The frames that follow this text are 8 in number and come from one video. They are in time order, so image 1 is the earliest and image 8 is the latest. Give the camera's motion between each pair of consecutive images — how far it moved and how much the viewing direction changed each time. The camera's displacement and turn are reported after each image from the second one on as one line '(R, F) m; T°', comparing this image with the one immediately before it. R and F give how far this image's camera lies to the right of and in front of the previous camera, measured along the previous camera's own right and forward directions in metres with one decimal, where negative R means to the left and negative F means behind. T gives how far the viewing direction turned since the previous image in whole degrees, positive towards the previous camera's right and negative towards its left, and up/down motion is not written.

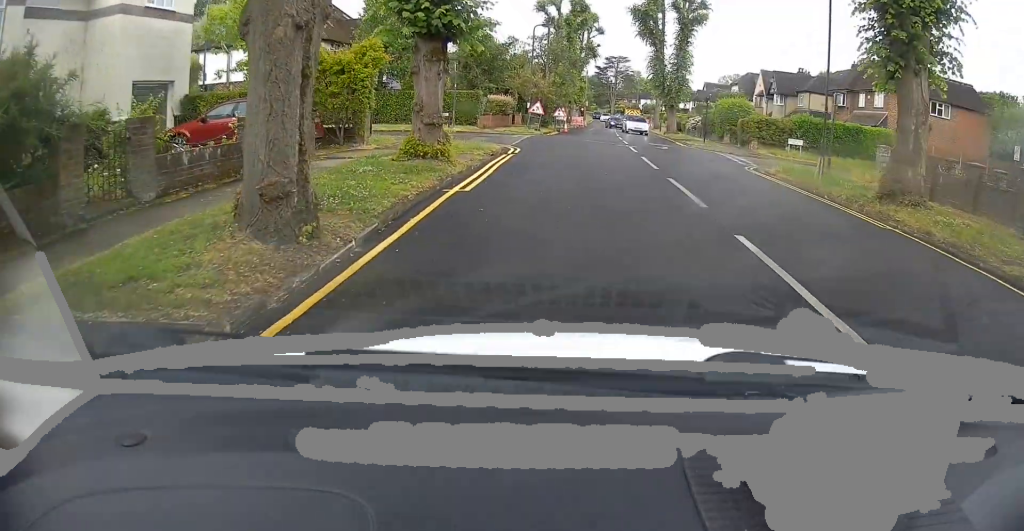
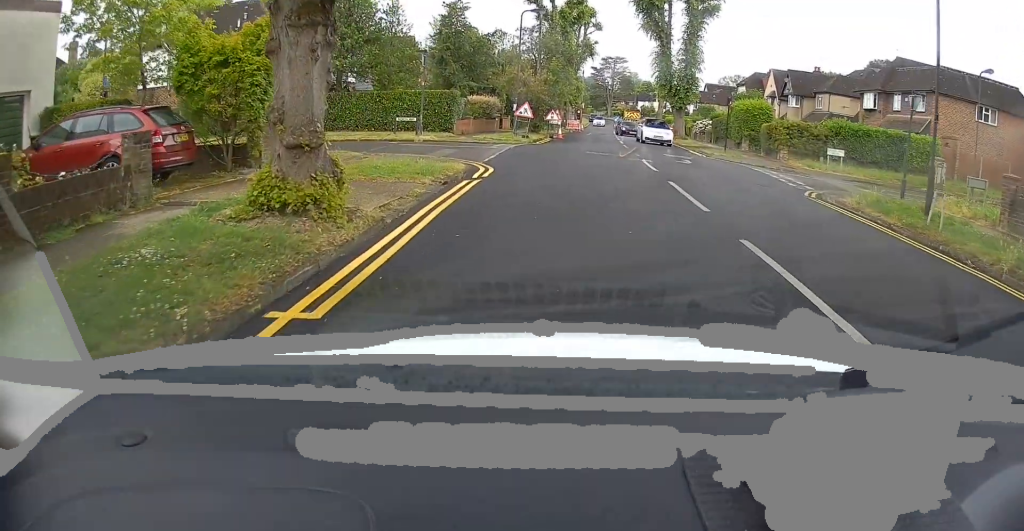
(0.0, +6.3) m; 0°
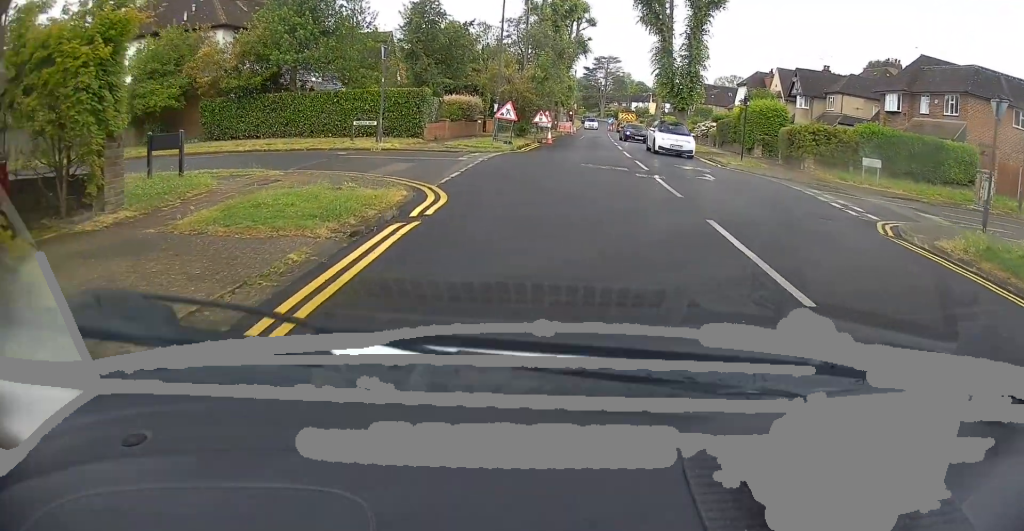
(-0.1, +4.8) m; +2°
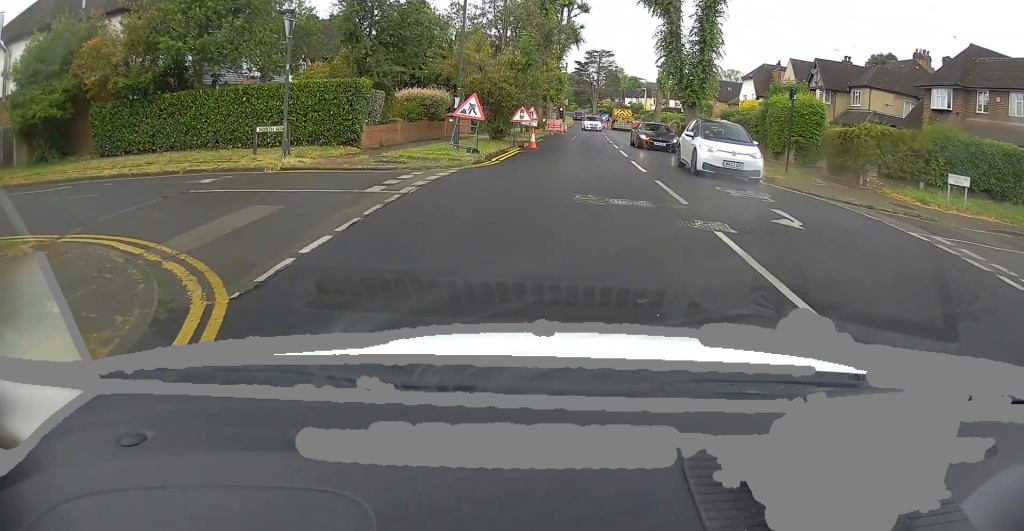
(+0.5, +7.1) m; +6°
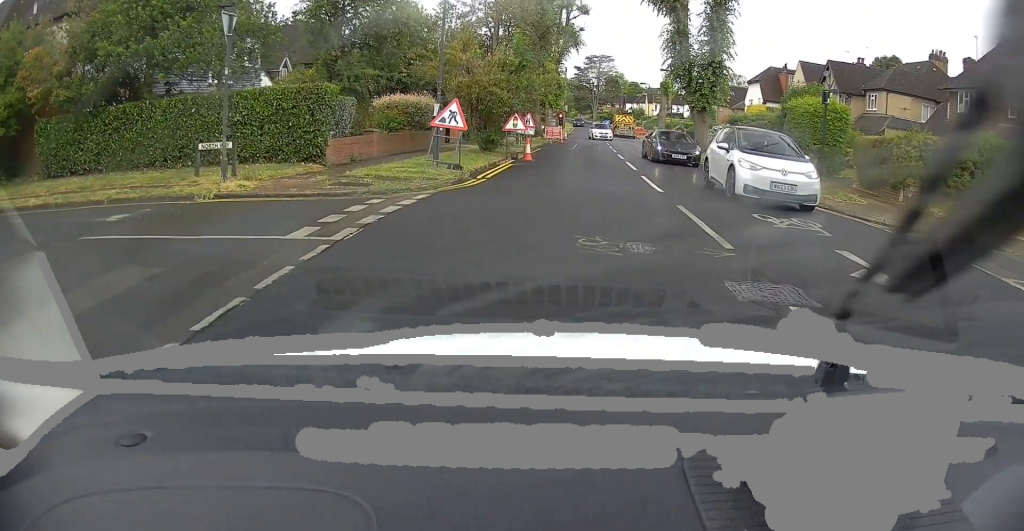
(+0.2, +2.9) m; 0°
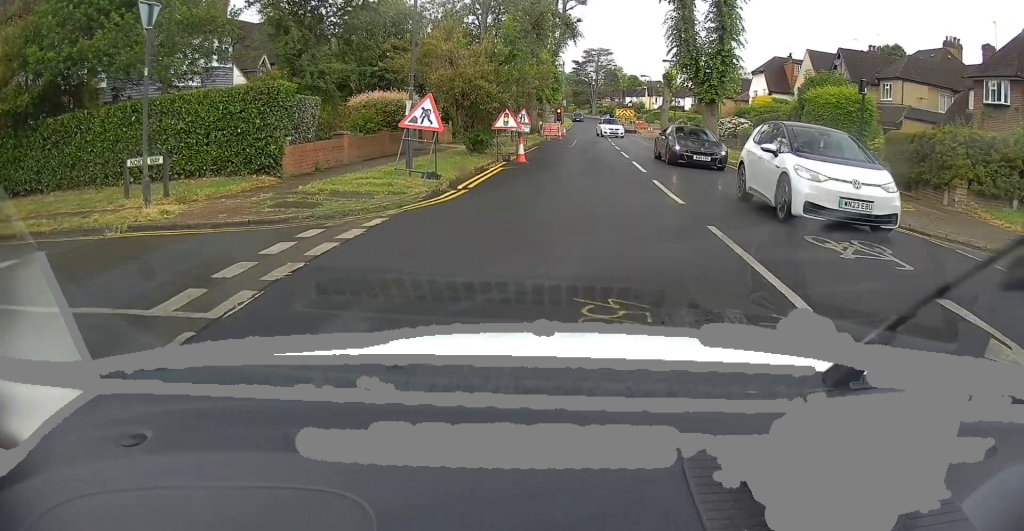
(+0.1, +2.8) m; -1°
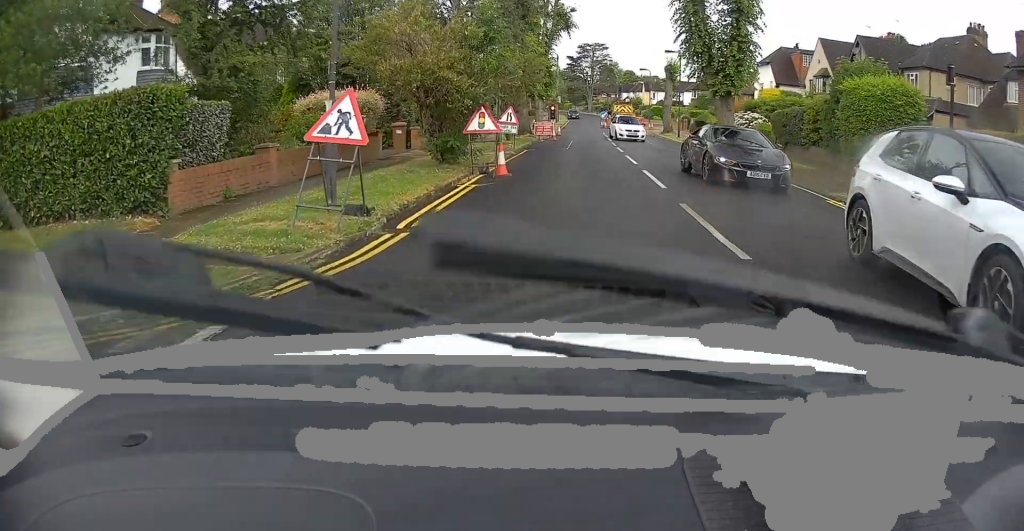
(-0.3, +4.3) m; -3°
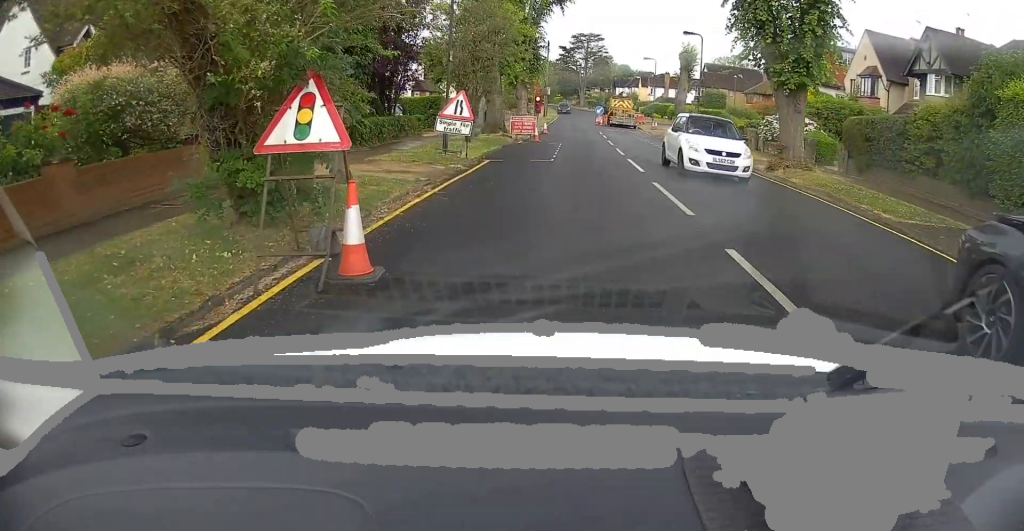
(0.0, +10.1) m; +2°
